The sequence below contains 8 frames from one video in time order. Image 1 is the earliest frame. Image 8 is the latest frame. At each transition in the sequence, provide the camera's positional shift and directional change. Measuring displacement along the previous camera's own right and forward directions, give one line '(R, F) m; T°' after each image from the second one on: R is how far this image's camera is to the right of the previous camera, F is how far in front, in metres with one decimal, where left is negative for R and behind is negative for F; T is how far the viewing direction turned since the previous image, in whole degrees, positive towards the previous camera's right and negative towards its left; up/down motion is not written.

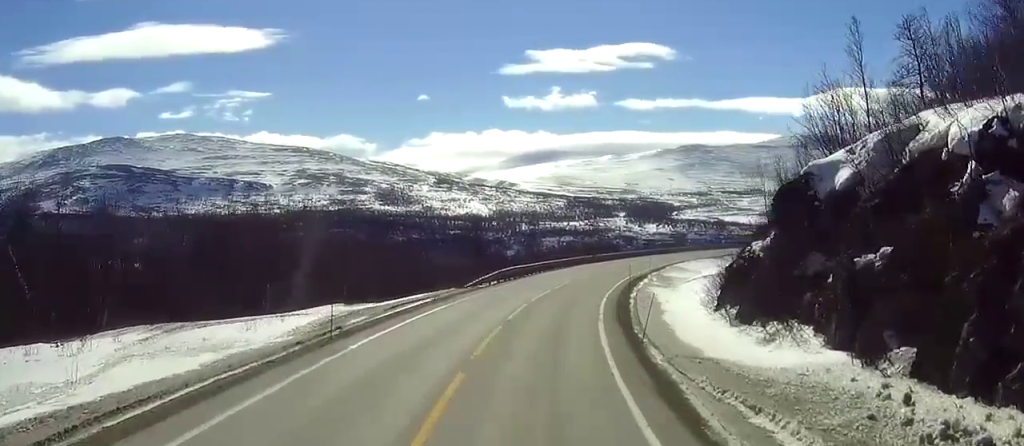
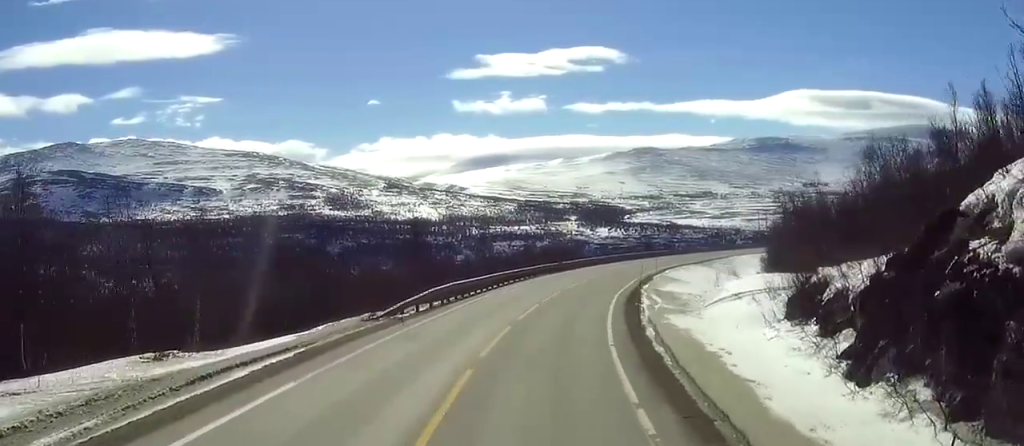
(+0.7, +22.1) m; +3°
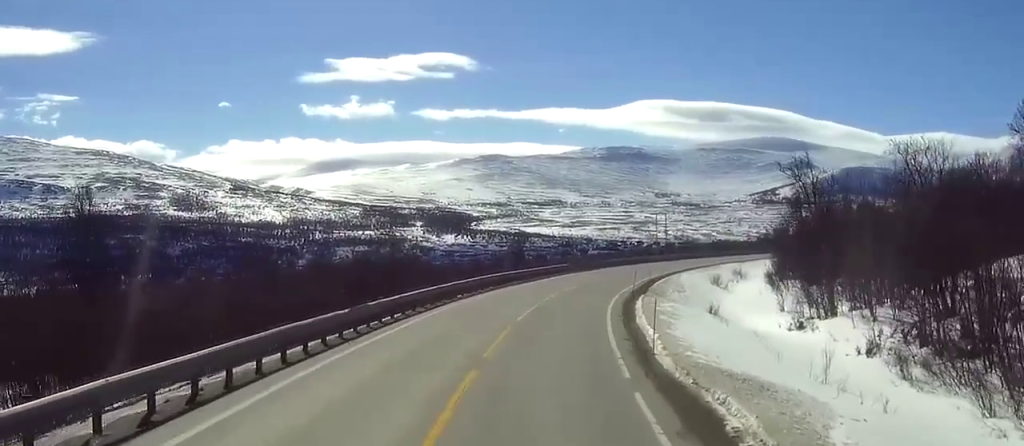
(+4.2, +57.8) m; +9°
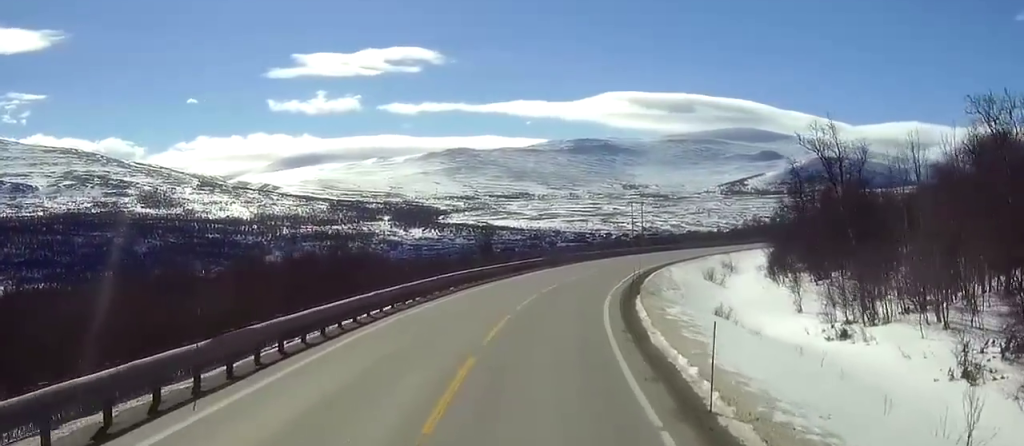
(+0.2, +11.4) m; +2°
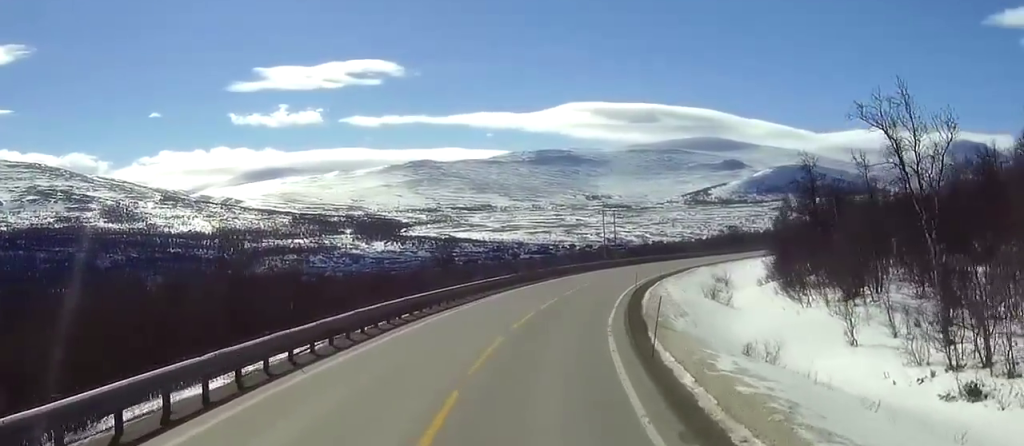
(+0.3, +15.4) m; +2°
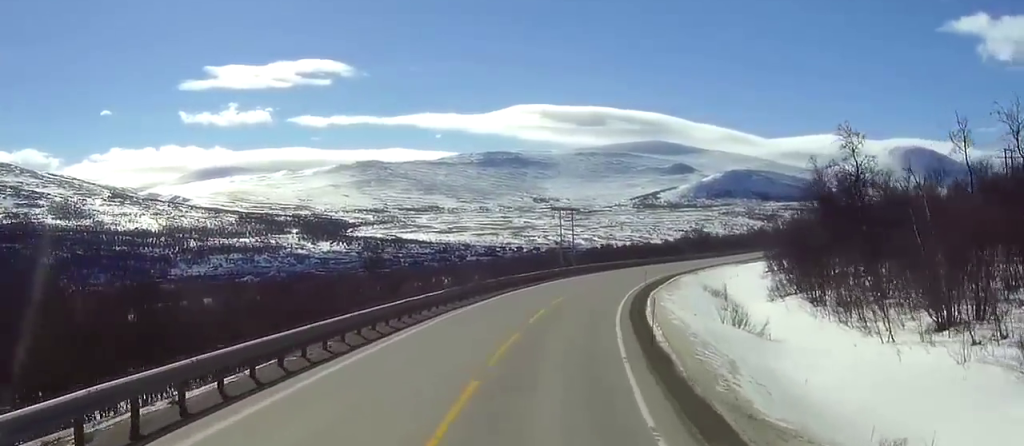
(+0.6, +21.7) m; +3°
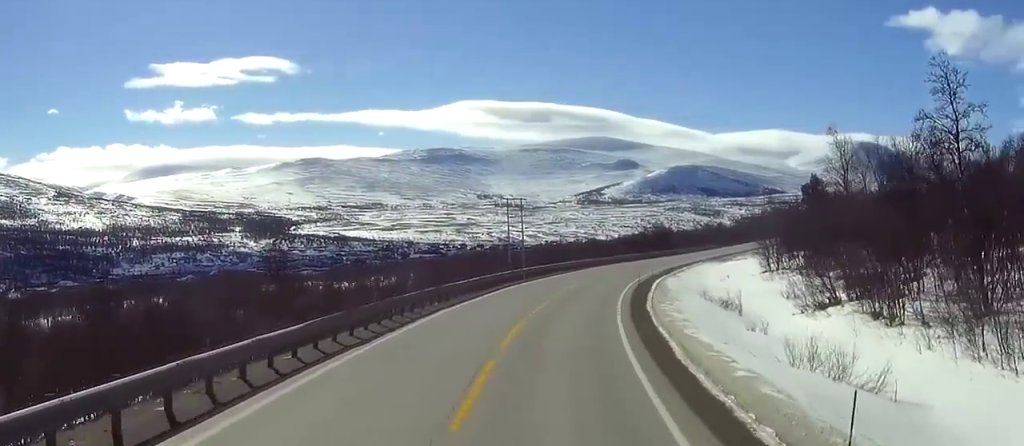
(+0.7, +21.3) m; +3°
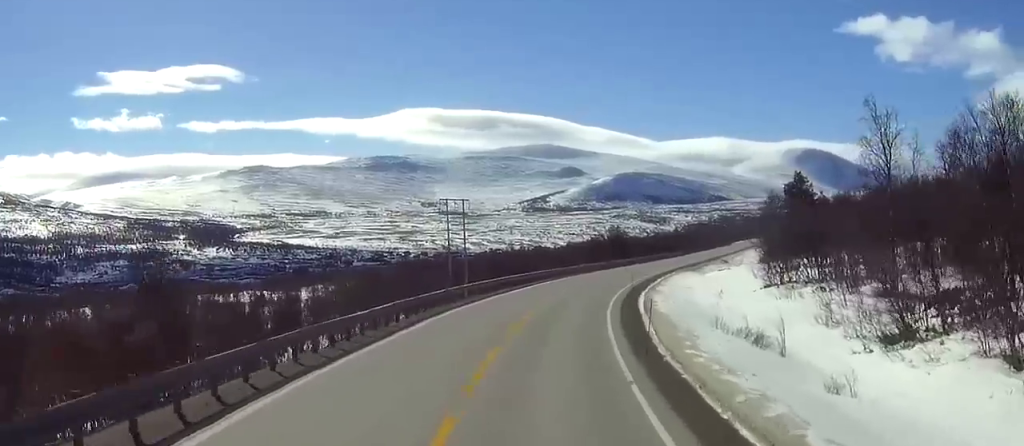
(+0.5, +19.0) m; +2°
